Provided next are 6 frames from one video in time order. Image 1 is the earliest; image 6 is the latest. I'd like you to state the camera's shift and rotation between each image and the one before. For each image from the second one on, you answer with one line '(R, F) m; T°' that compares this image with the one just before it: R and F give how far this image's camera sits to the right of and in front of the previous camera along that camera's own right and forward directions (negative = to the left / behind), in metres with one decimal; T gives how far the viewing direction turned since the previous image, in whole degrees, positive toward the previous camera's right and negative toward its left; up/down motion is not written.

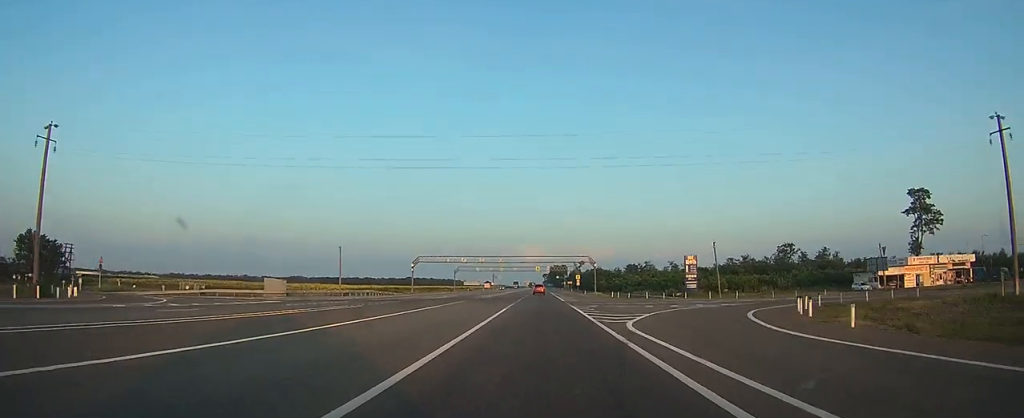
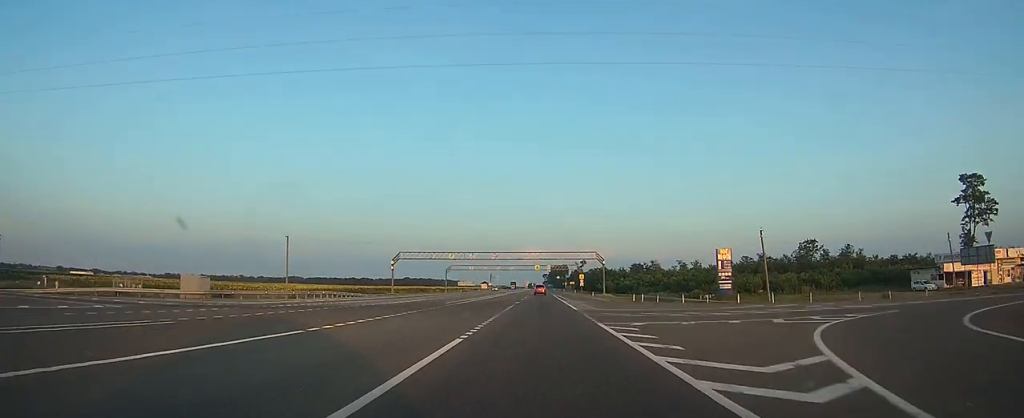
(0.0, +17.0) m; 0°
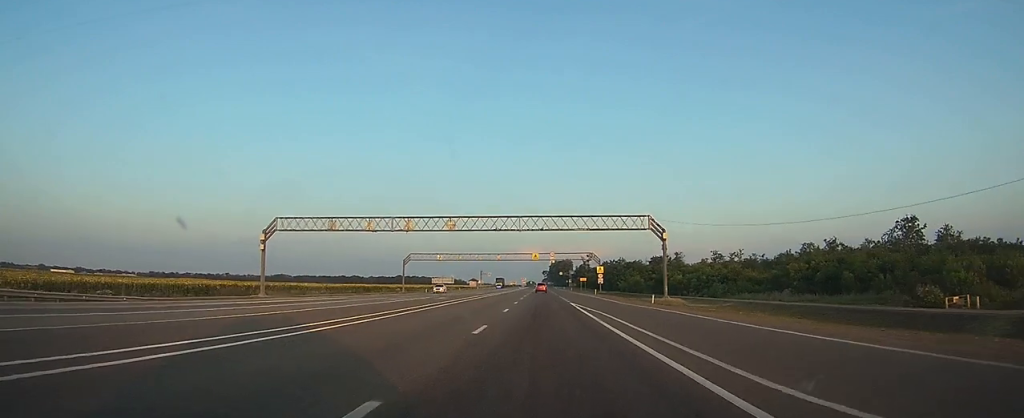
(0.0, +52.3) m; 0°
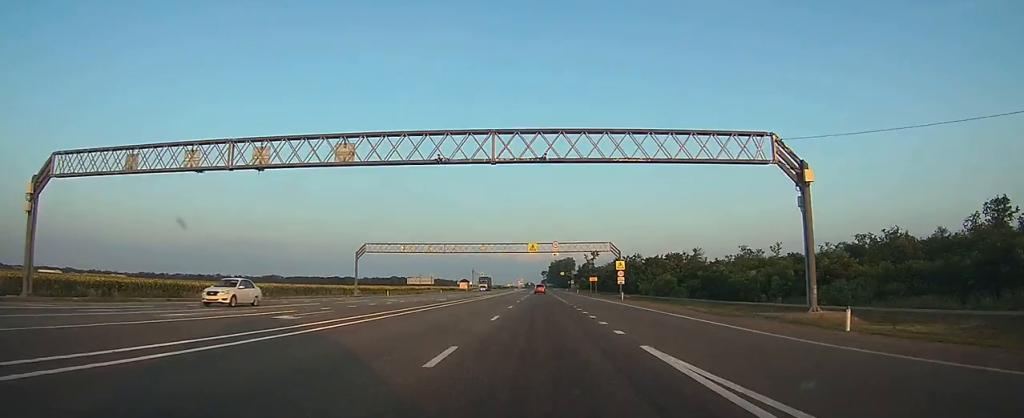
(+0.1, +30.1) m; 0°
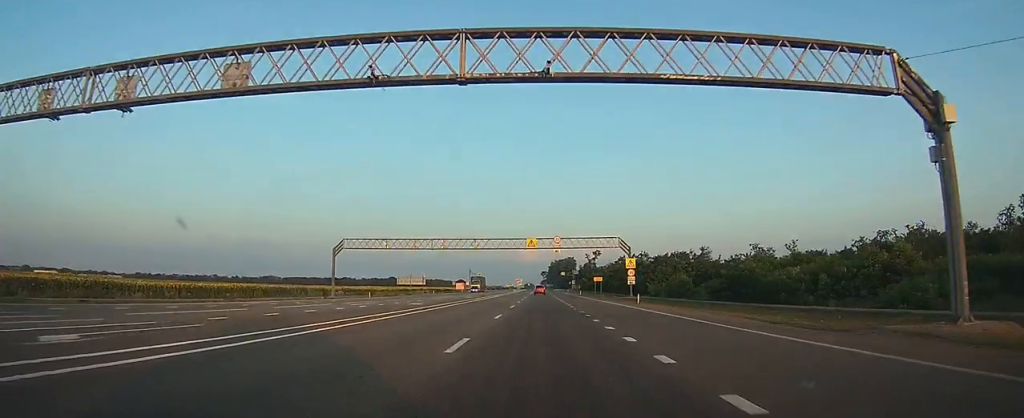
(0.0, +9.8) m; 0°
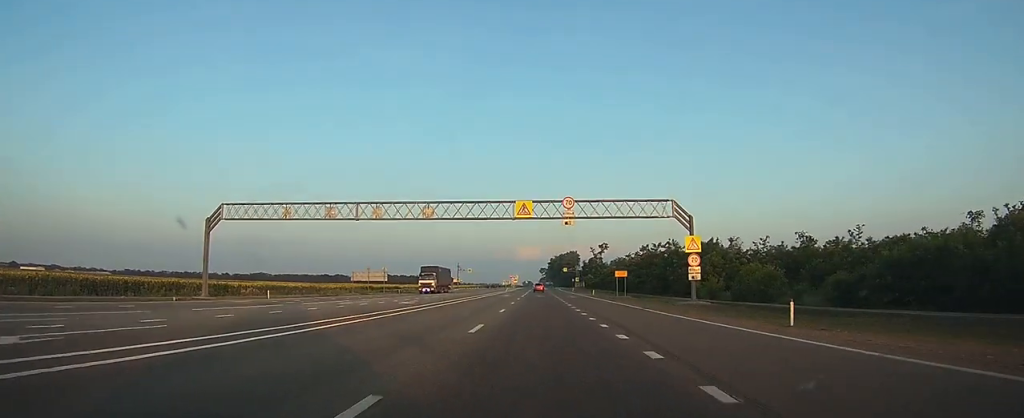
(0.0, +31.3) m; 0°
